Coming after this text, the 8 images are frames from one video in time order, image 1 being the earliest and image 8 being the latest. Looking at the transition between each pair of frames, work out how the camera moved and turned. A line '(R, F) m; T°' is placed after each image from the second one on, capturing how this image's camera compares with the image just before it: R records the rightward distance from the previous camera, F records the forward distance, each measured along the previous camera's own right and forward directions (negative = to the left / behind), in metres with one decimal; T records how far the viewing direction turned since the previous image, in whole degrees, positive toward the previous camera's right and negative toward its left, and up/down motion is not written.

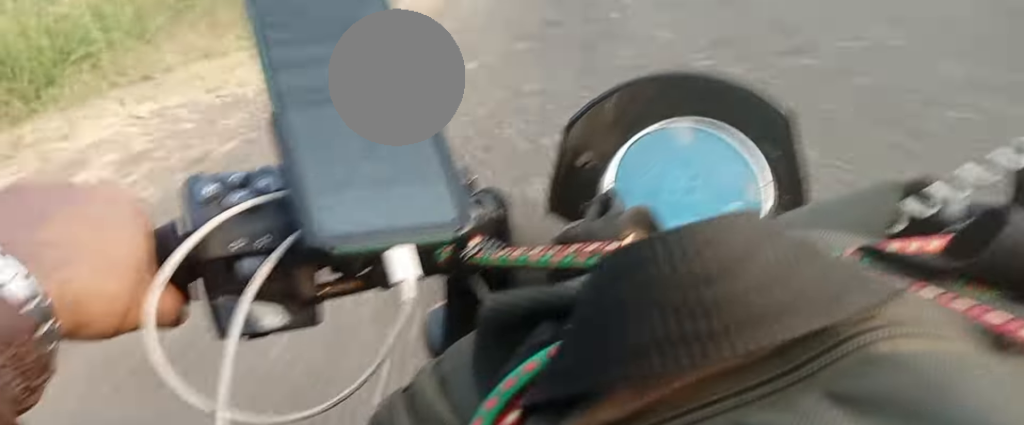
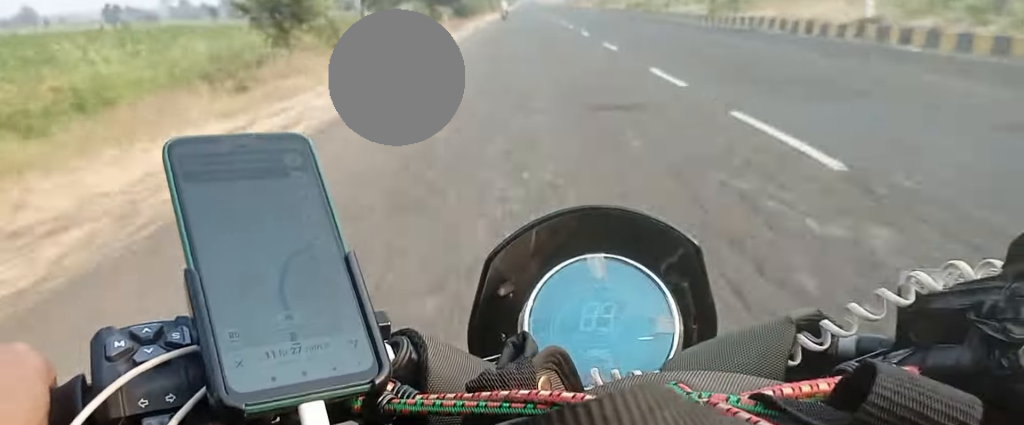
(-0.4, +31.5) m; -1°
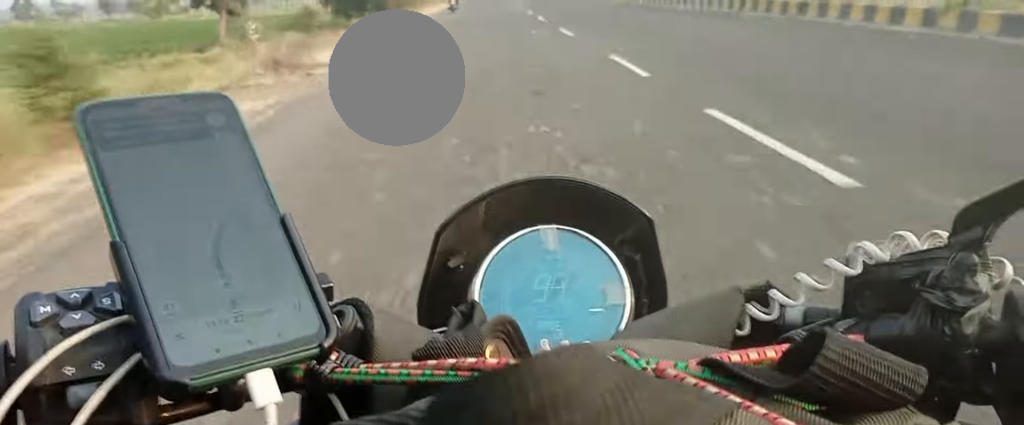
(+0.3, +35.0) m; +1°
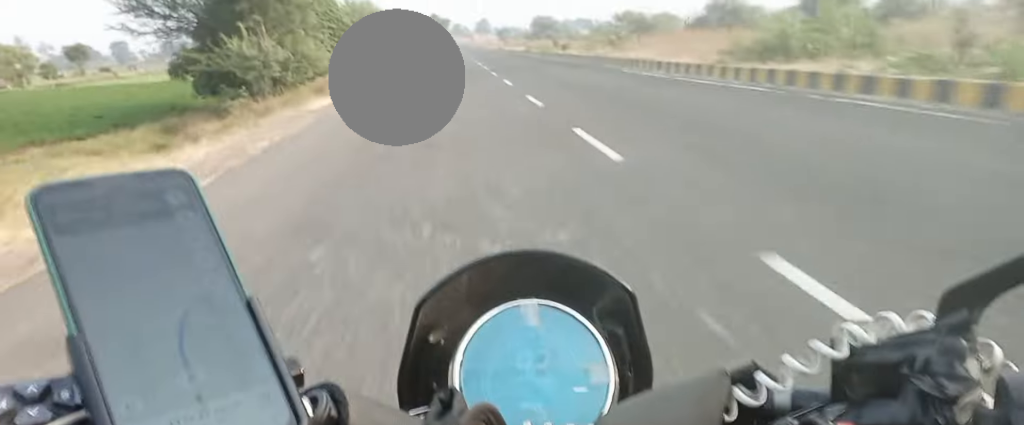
(+0.2, +27.6) m; 0°
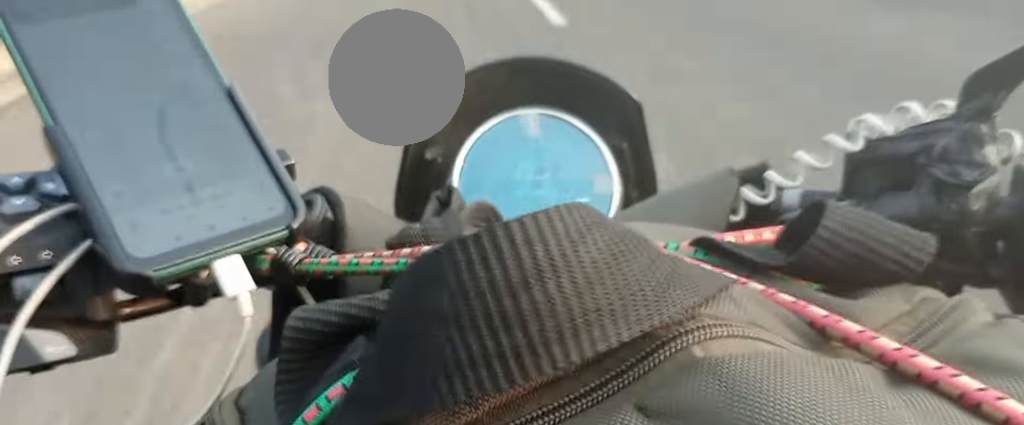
(0.0, +25.3) m; 0°
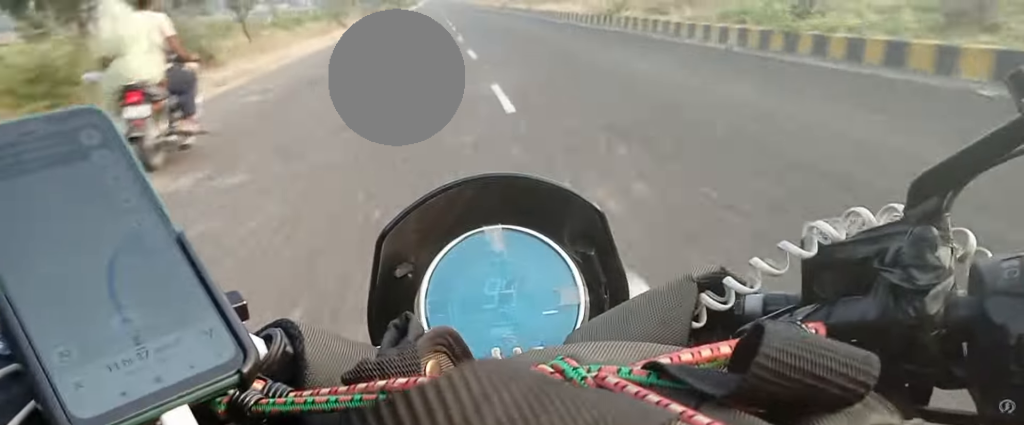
(0.0, +17.2) m; 0°
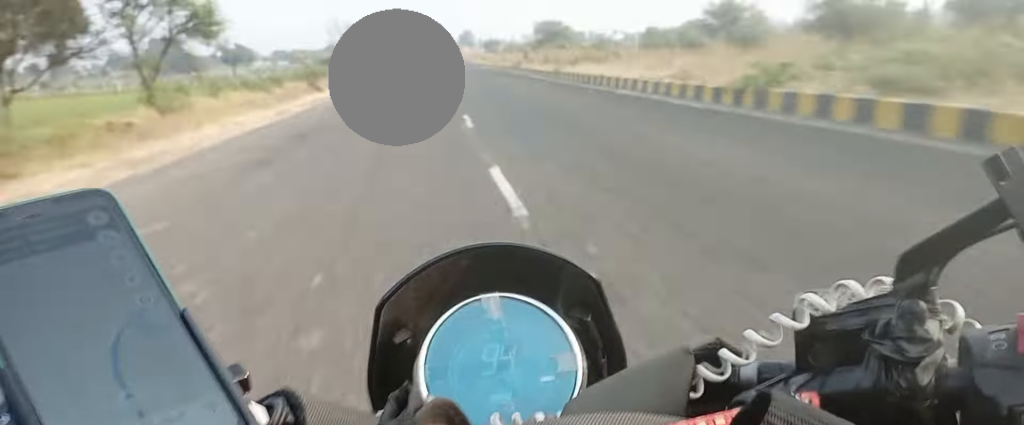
(0.0, +12.1) m; 0°
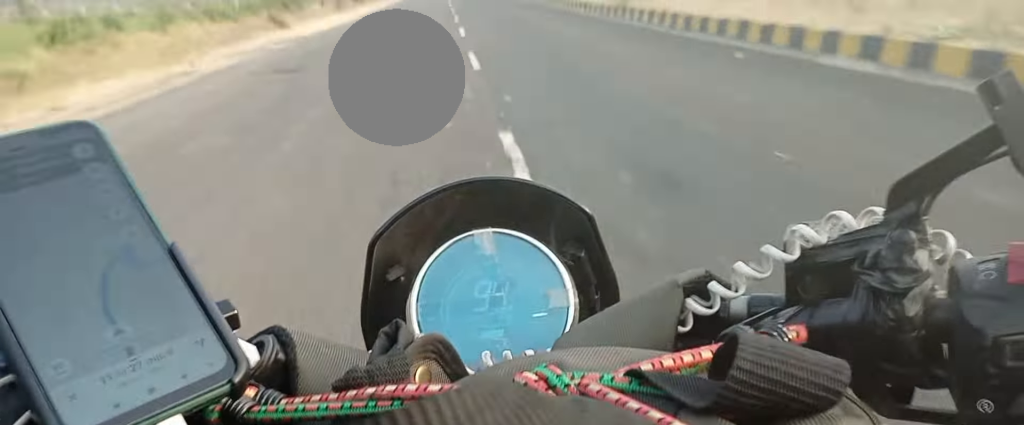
(0.0, +11.4) m; 0°
